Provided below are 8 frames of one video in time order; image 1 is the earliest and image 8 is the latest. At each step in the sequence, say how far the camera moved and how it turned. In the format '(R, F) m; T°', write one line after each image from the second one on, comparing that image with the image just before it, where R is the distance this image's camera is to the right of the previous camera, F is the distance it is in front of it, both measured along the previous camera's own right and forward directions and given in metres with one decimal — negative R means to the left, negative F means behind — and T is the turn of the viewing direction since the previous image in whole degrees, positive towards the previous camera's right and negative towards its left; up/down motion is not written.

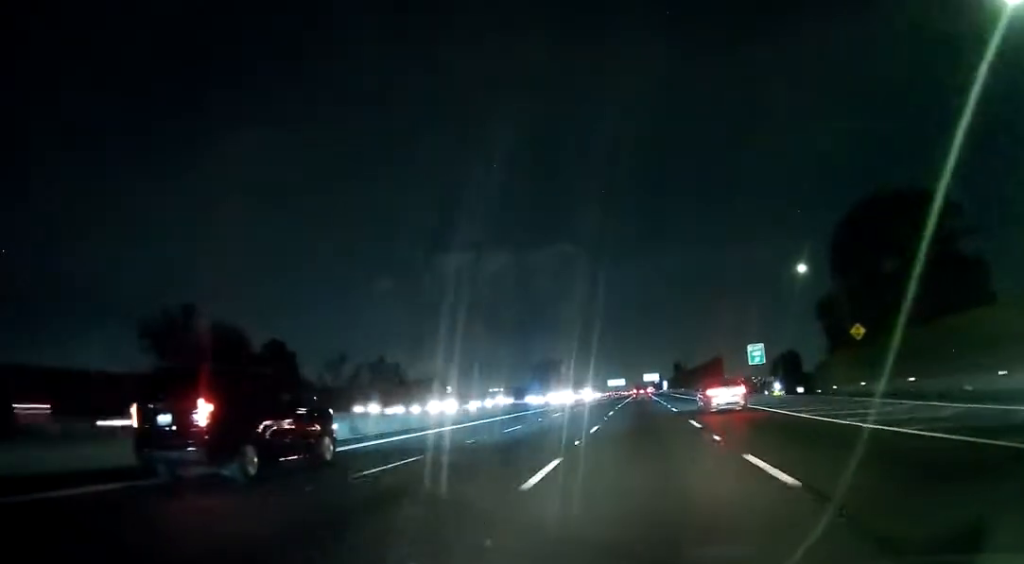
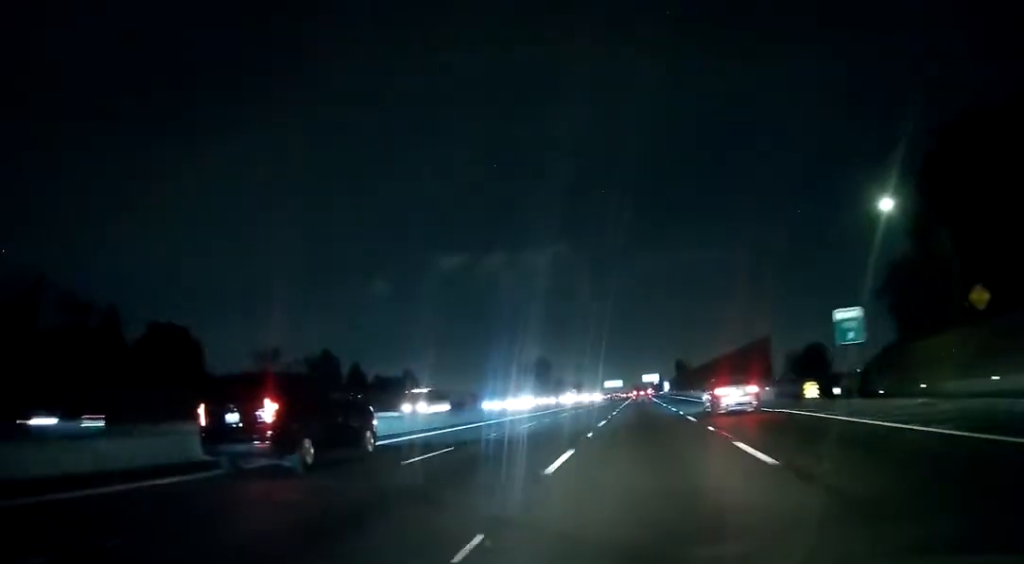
(-0.4, +26.0) m; 0°
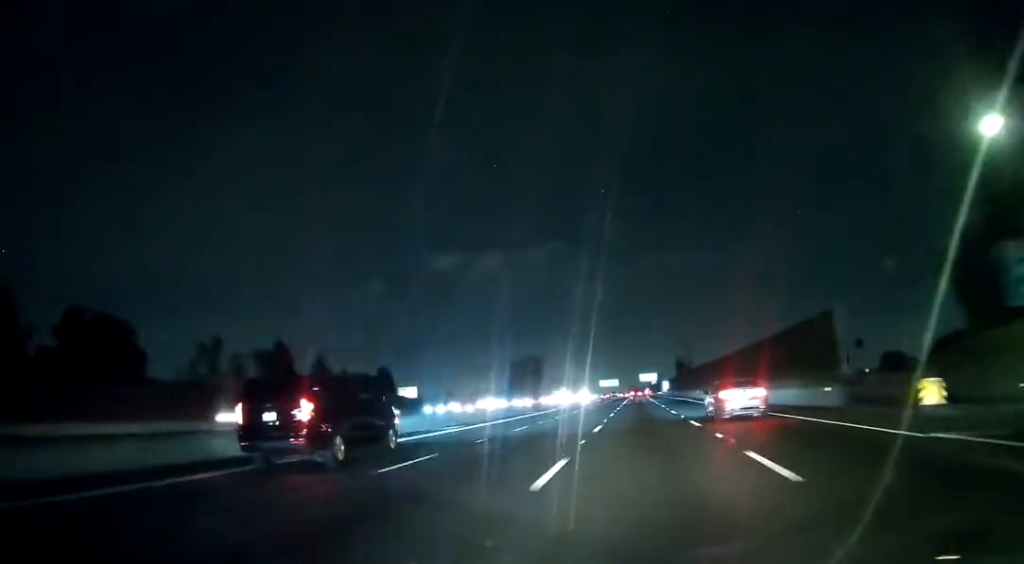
(+0.3, +17.1) m; +1°
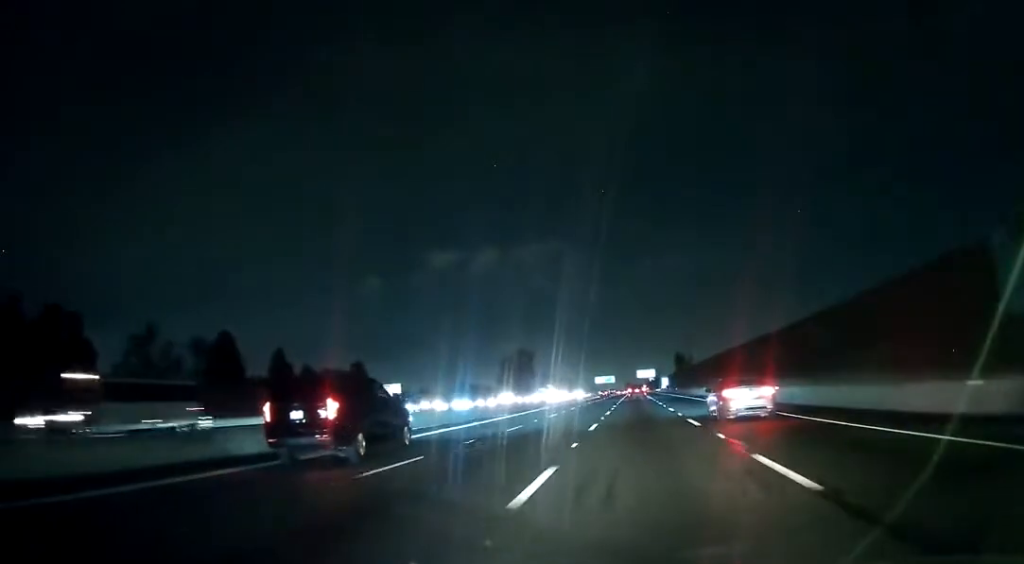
(+0.1, +15.1) m; +1°
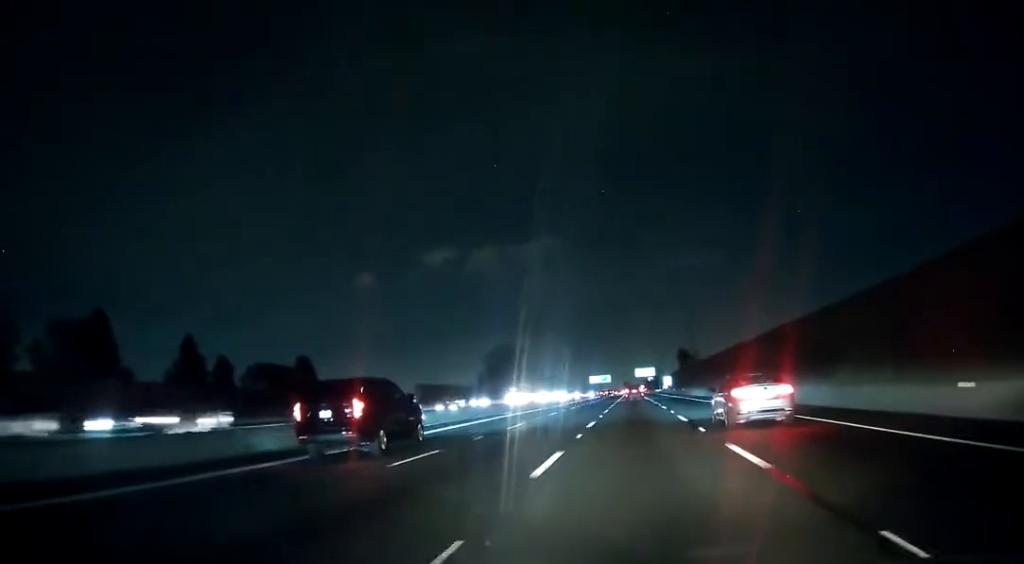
(+0.2, +27.2) m; 0°
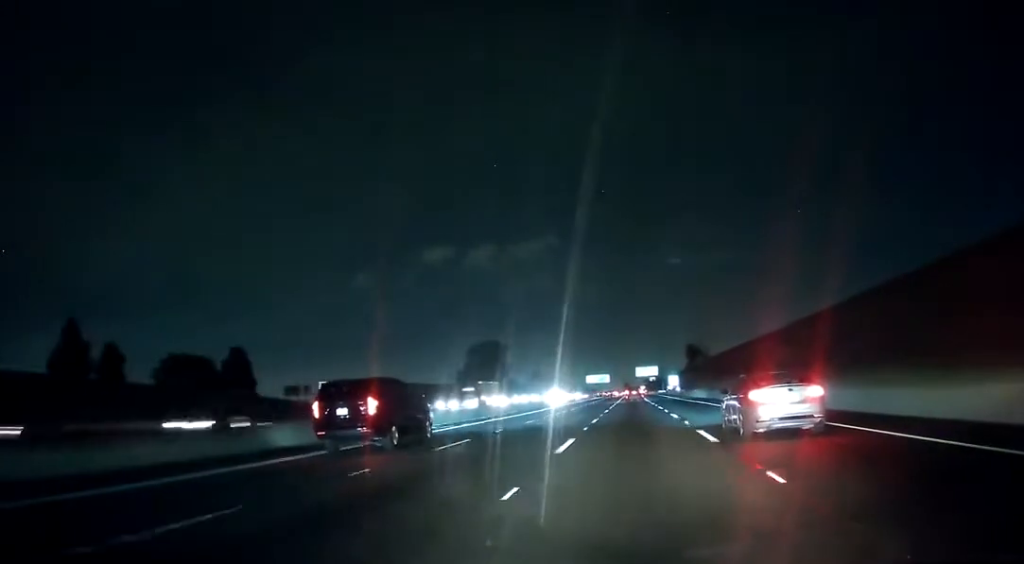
(+0.1, +25.5) m; -1°
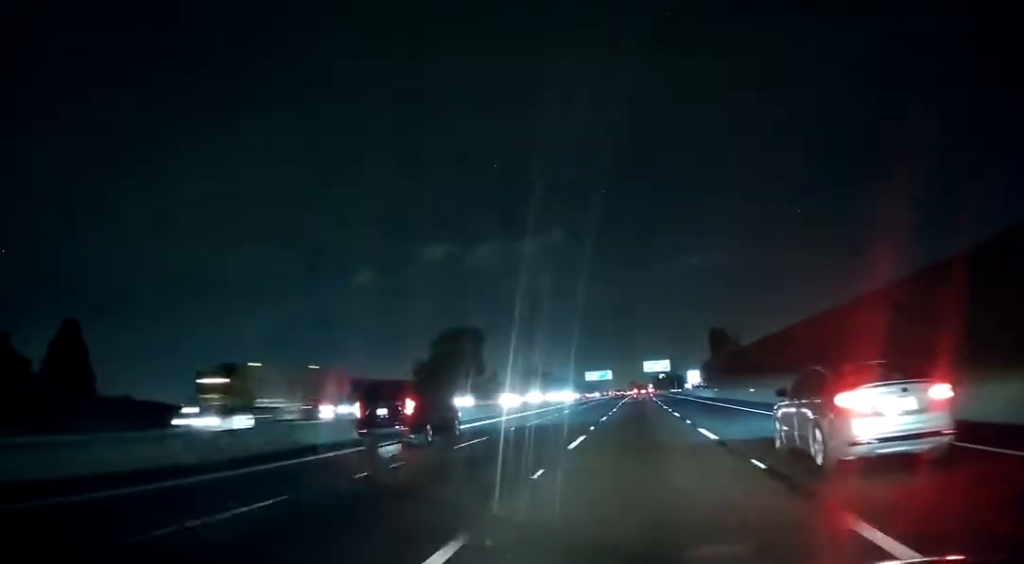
(-0.6, +42.4) m; 0°
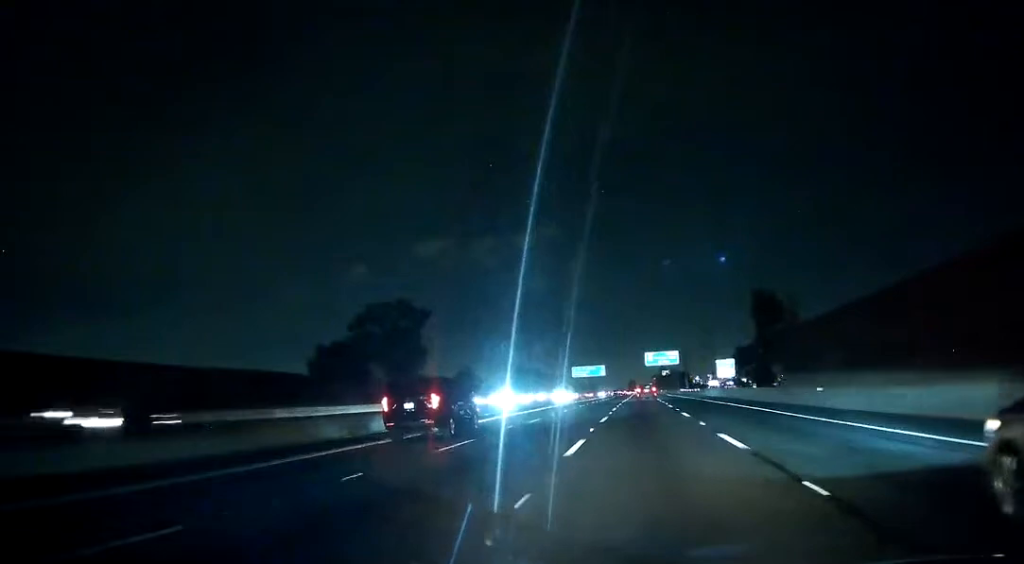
(+0.2, +47.9) m; 0°
